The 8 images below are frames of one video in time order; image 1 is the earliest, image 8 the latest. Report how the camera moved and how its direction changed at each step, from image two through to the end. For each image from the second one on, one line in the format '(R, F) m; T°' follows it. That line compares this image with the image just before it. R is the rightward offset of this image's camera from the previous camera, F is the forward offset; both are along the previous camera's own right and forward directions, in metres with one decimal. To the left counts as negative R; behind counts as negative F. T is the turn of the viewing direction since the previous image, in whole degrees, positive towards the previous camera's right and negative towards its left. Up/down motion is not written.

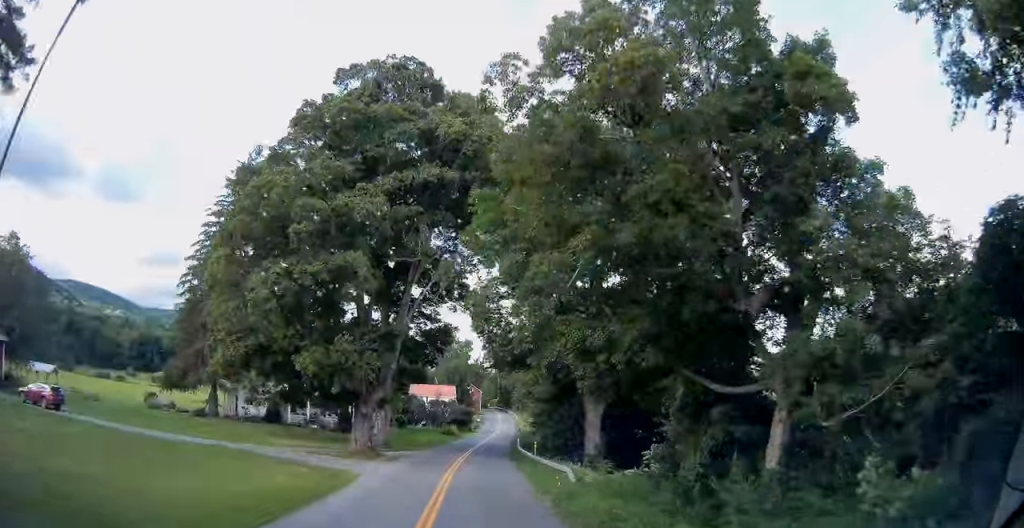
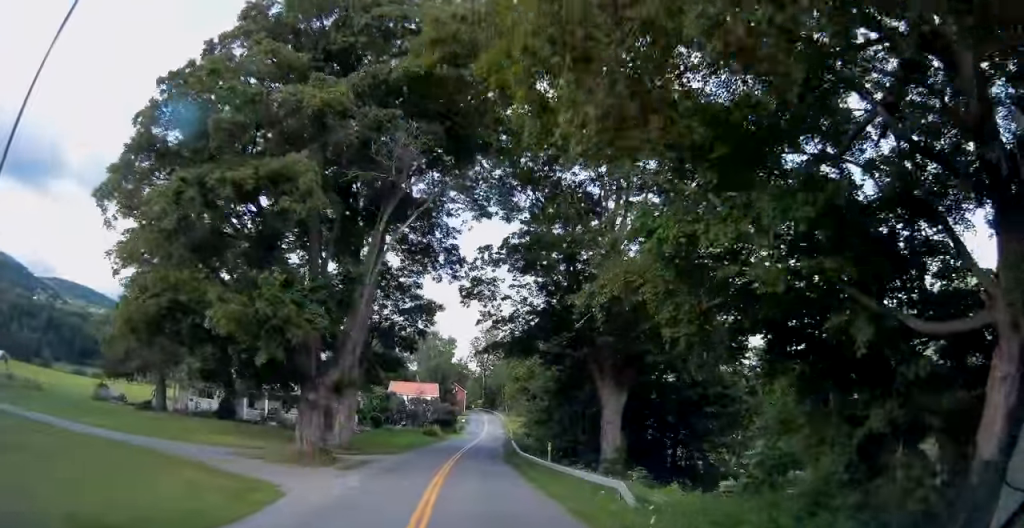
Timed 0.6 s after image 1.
(+0.2, +8.4) m; +2°
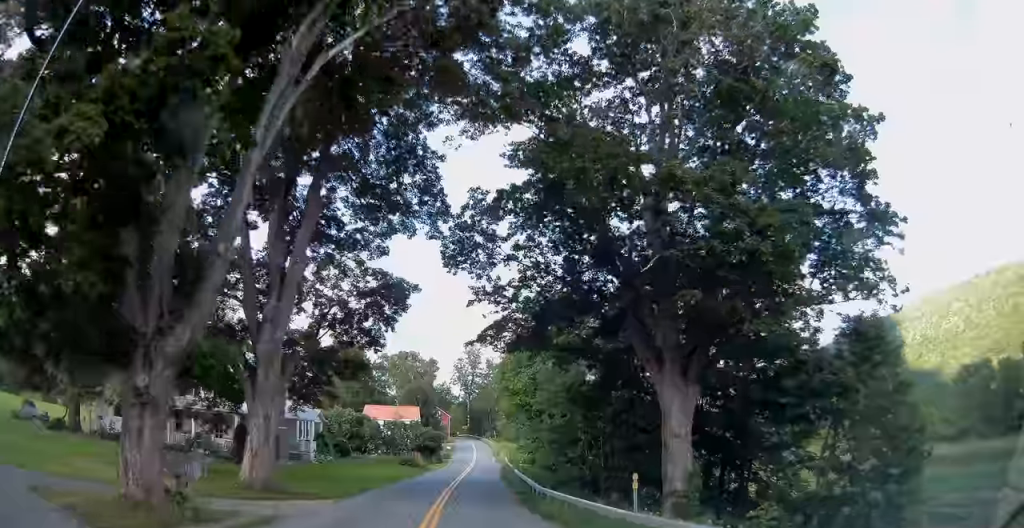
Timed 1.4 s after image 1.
(+0.5, +11.4) m; +3°
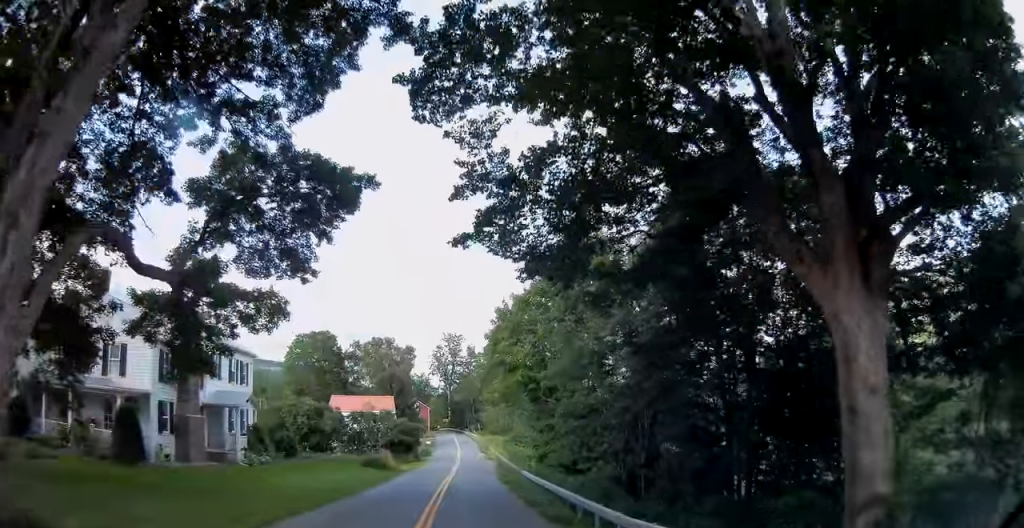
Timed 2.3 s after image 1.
(0.0, +11.4) m; +1°
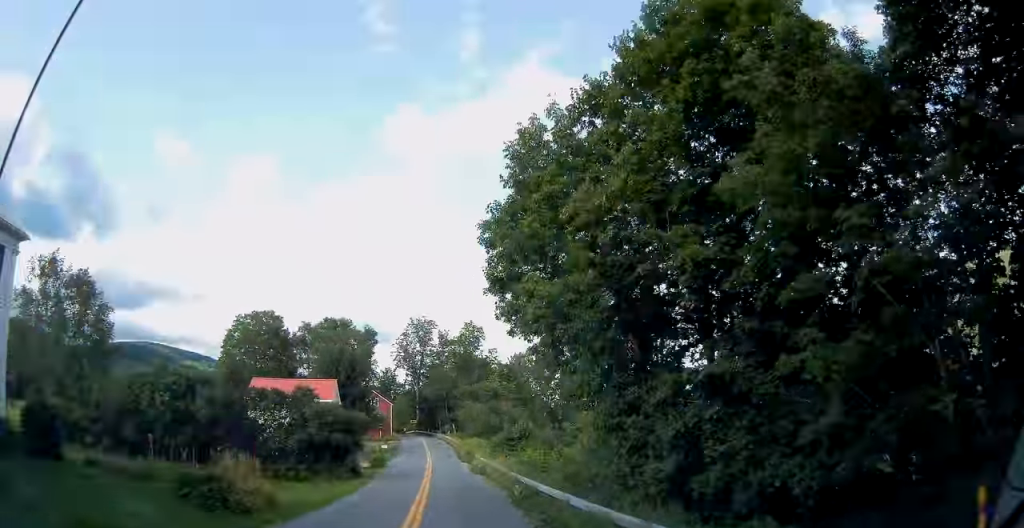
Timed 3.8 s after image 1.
(+0.6, +22.2) m; +1°
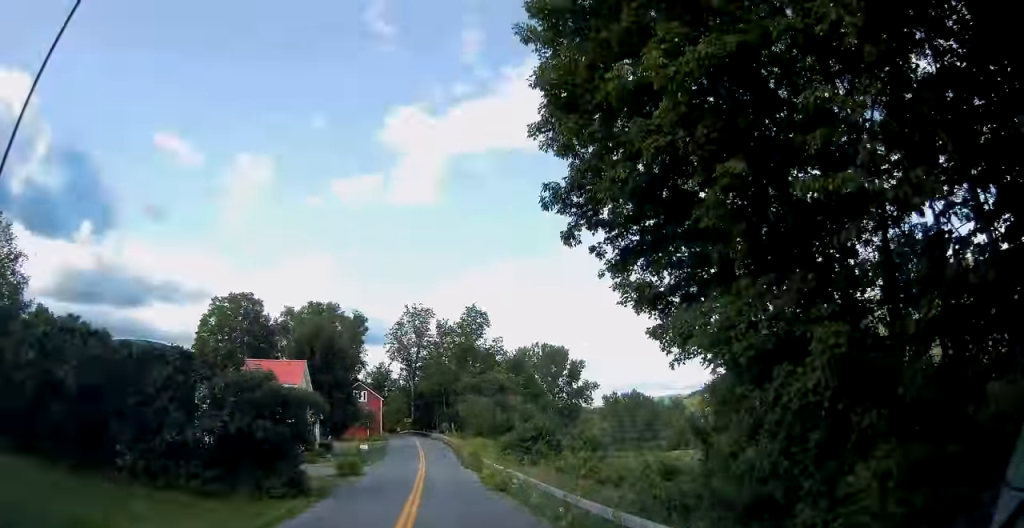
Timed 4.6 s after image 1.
(-0.1, +11.8) m; 0°
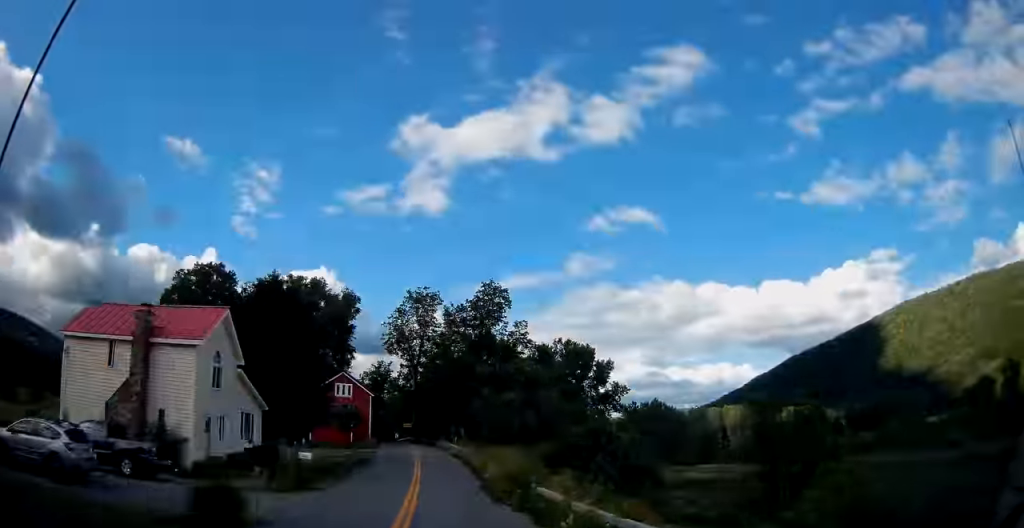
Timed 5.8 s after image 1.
(+0.1, +17.8) m; +1°
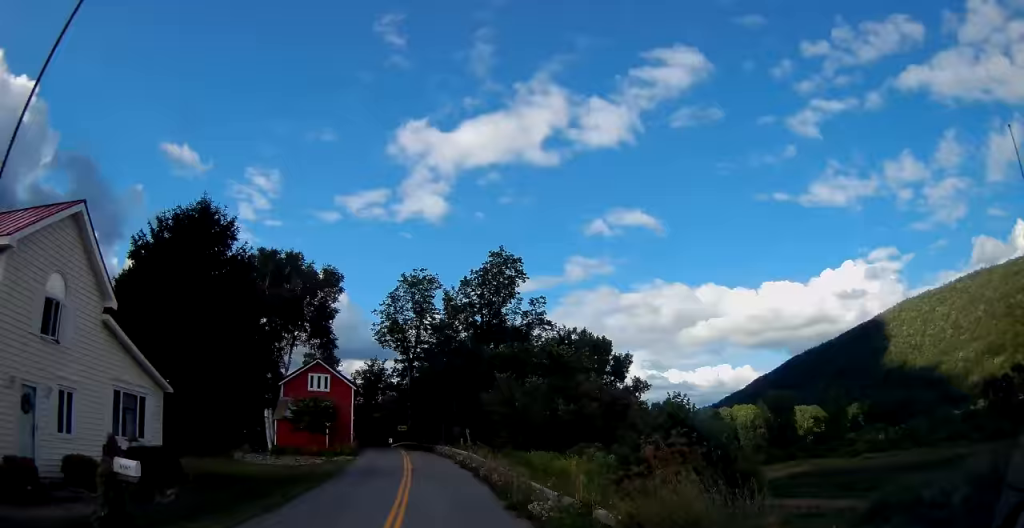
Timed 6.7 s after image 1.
(+0.1, +12.4) m; -1°
